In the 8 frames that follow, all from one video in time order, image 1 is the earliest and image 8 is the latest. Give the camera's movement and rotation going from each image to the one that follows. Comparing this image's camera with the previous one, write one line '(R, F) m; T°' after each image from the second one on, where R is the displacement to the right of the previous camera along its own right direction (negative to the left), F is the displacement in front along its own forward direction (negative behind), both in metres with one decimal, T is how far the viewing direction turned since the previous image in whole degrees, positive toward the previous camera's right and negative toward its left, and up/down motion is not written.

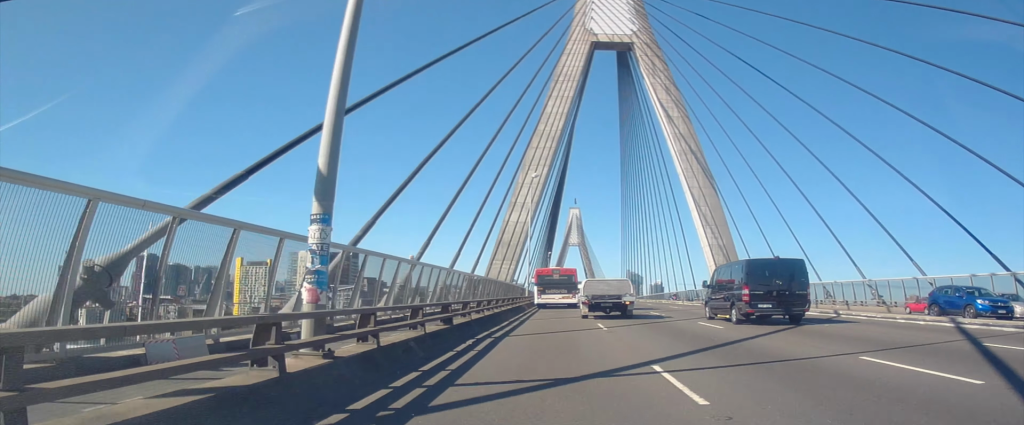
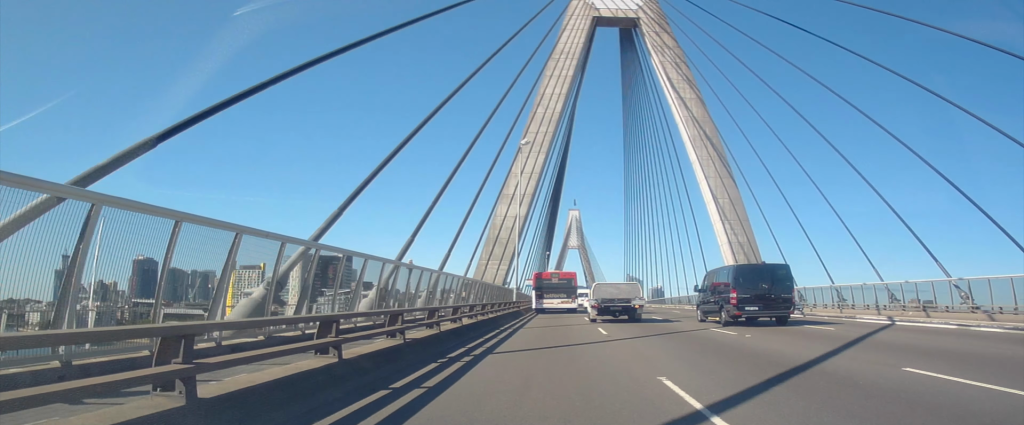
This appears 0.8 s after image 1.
(+0.4, +13.7) m; +1°
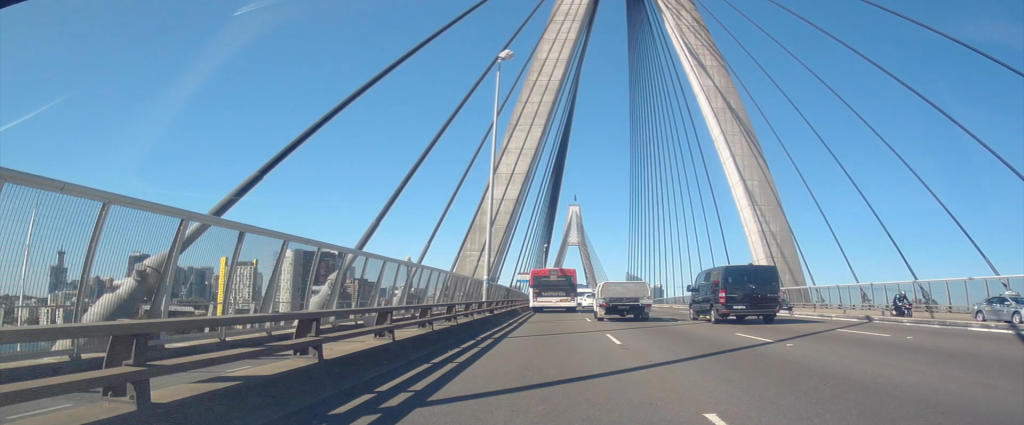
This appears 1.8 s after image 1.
(0.0, +15.7) m; -1°
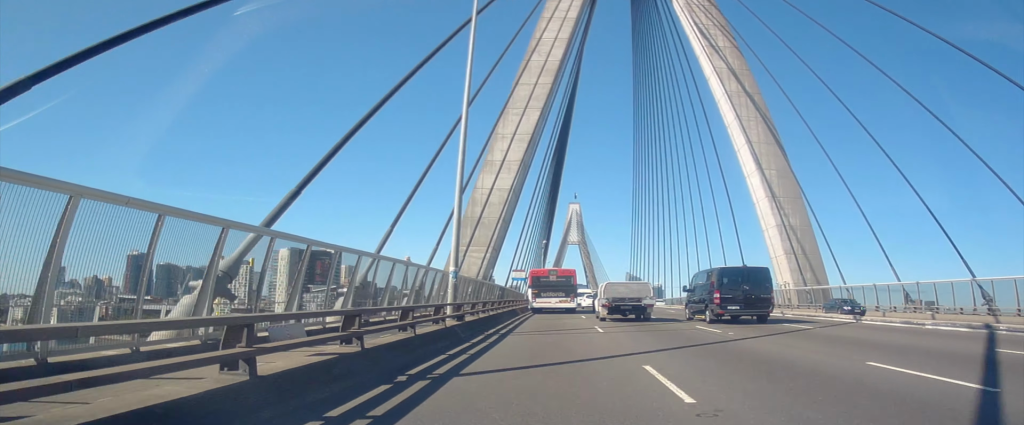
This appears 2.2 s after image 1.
(0.0, +7.2) m; -1°
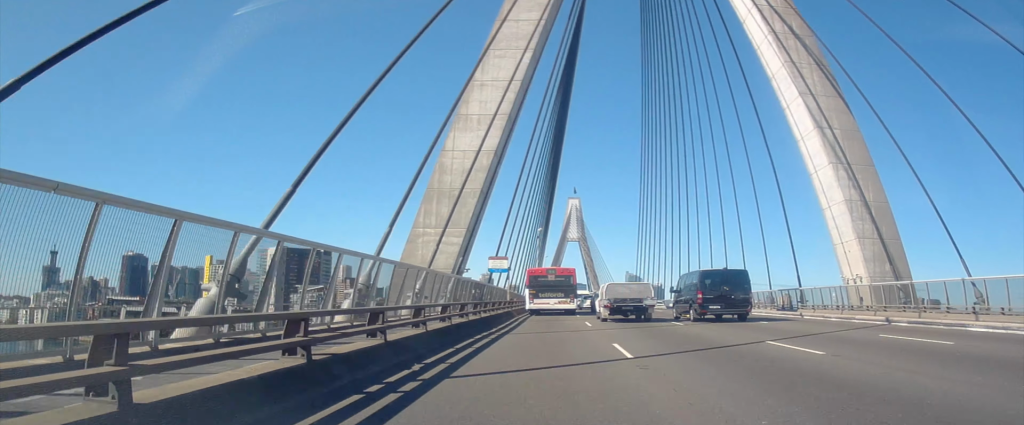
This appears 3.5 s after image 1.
(-0.2, +20.3) m; +1°
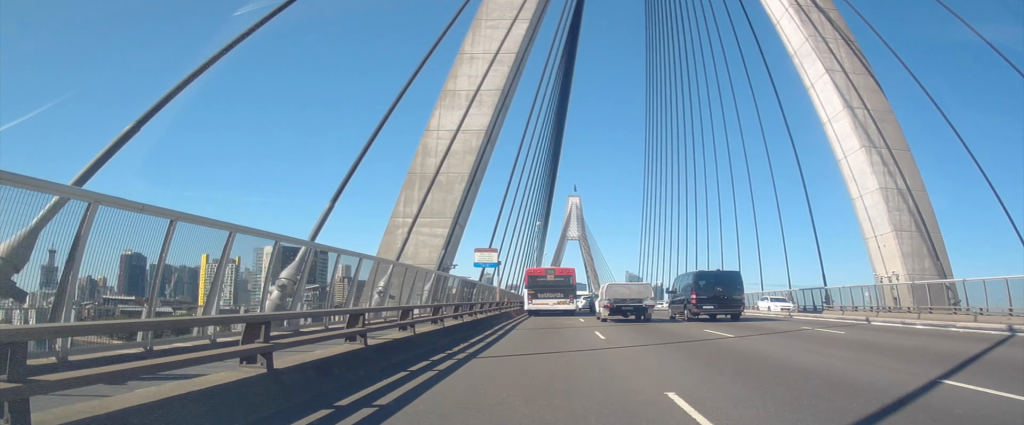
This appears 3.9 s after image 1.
(+0.2, +7.1) m; 0°
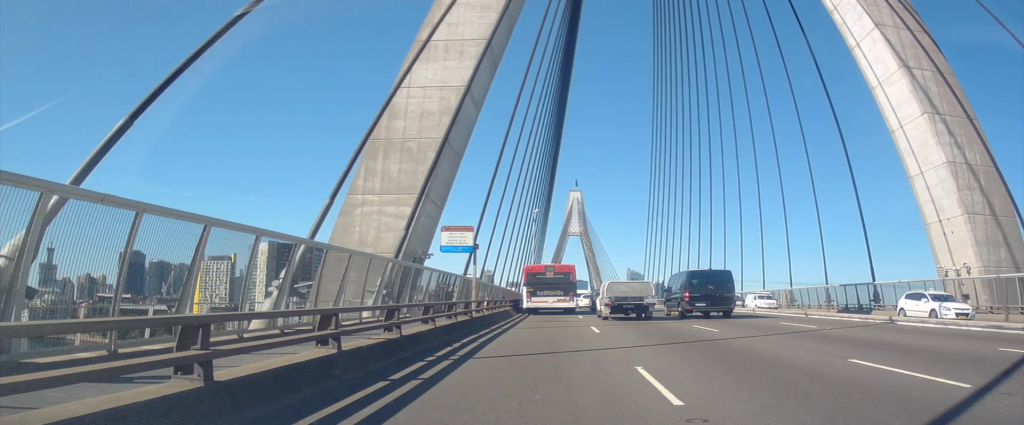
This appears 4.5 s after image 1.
(+0.1, +9.6) m; 0°
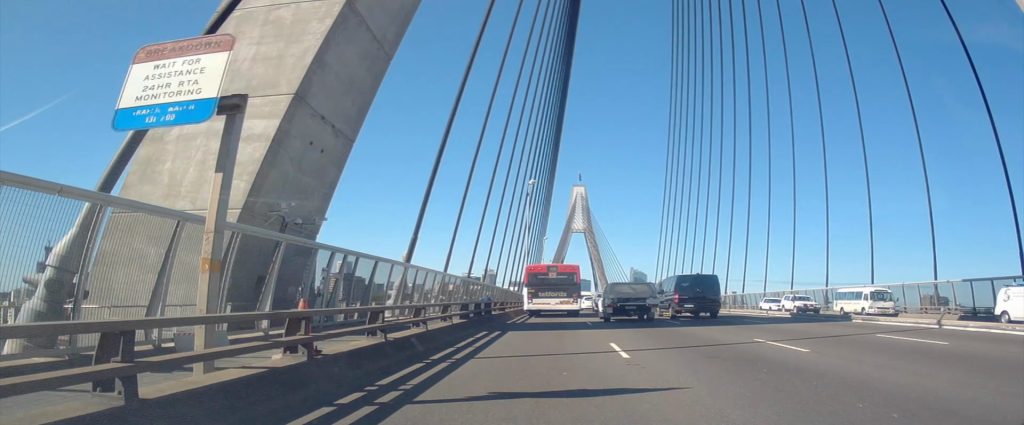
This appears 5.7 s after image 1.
(0.0, +19.2) m; 0°
